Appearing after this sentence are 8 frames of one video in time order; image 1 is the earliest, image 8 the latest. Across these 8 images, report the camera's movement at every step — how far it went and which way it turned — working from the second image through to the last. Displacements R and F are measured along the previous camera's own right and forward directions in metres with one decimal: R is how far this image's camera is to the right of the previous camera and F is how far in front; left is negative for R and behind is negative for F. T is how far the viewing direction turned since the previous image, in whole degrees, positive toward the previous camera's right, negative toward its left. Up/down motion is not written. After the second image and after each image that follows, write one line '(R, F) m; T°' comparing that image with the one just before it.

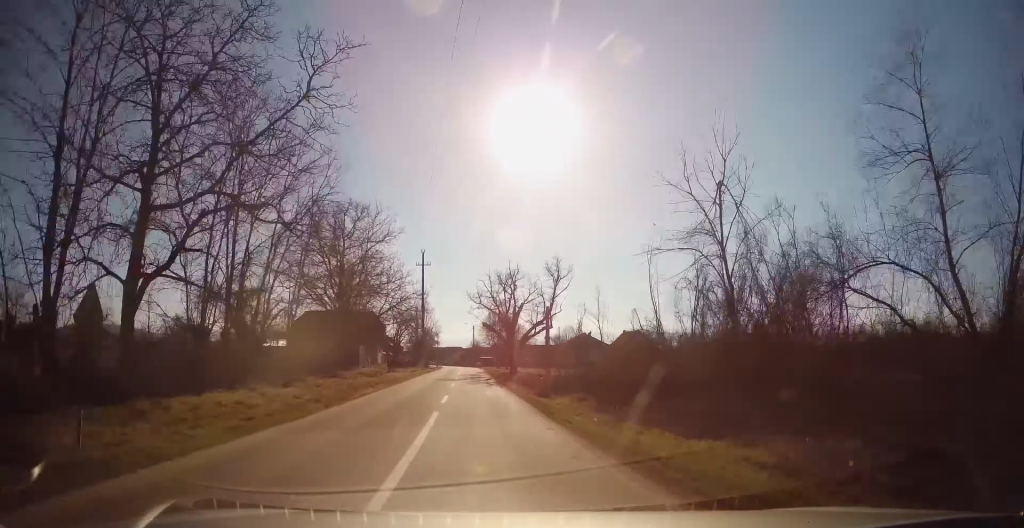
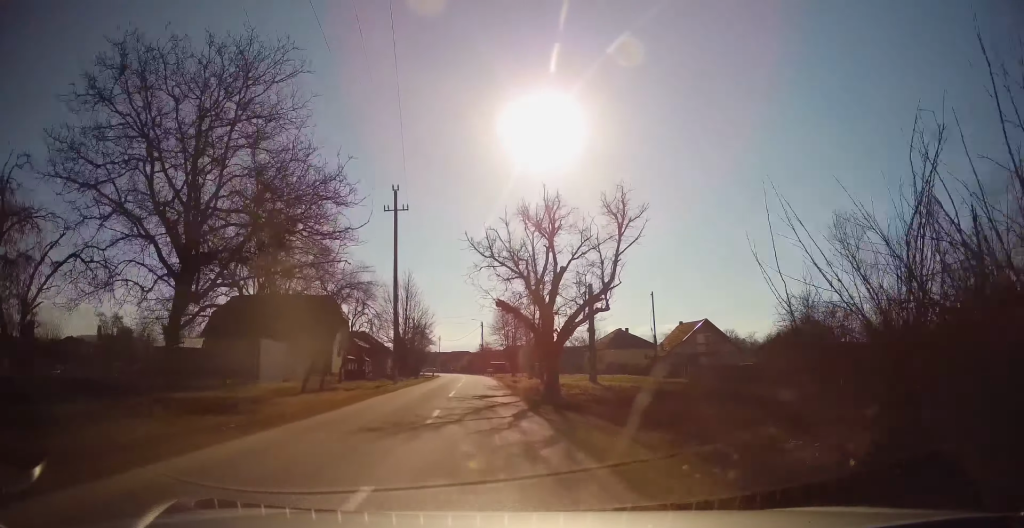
(-0.4, +22.3) m; -2°
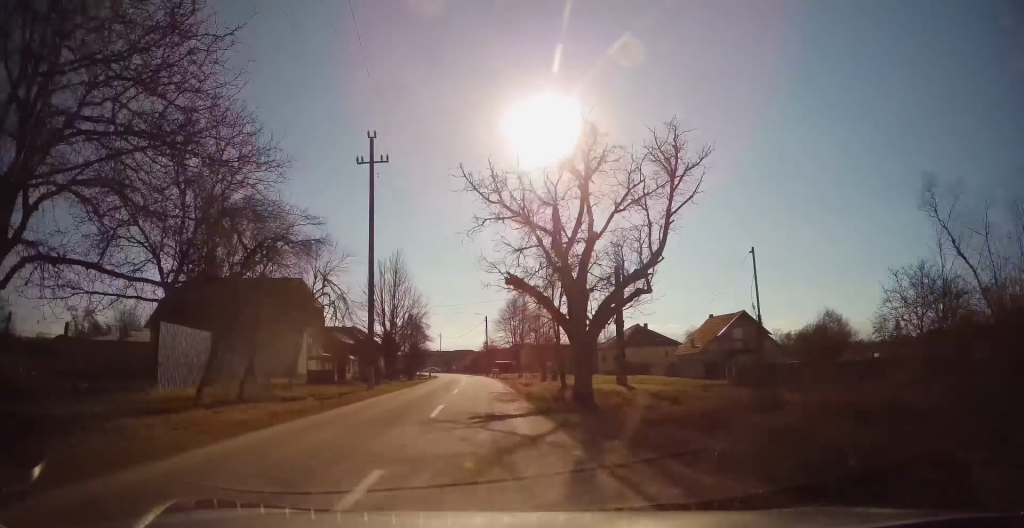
(0.0, +7.9) m; 0°
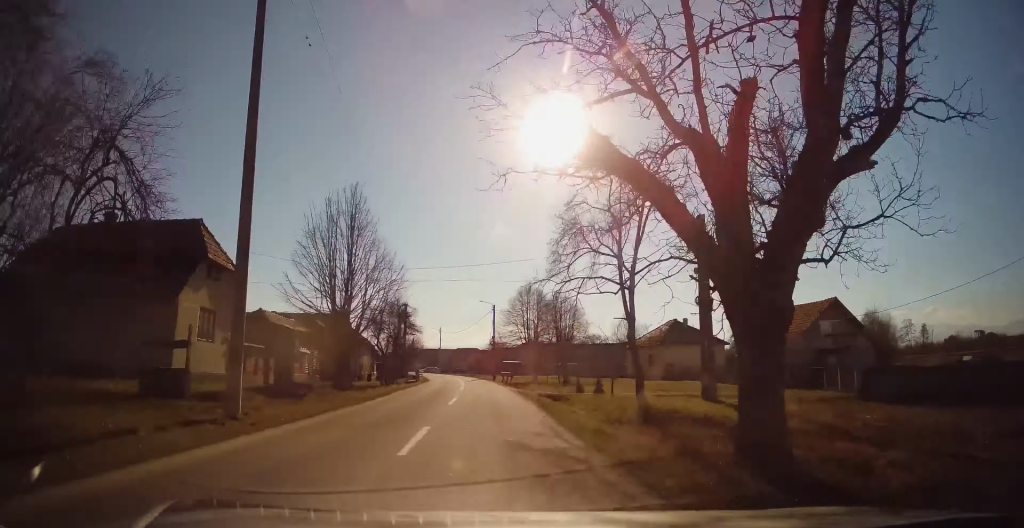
(0.0, +13.8) m; 0°
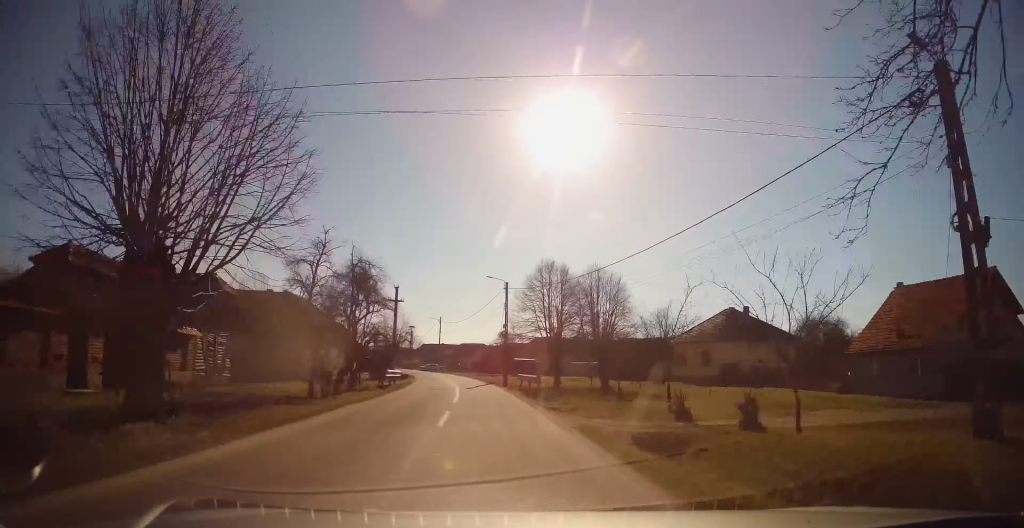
(0.0, +15.0) m; -1°
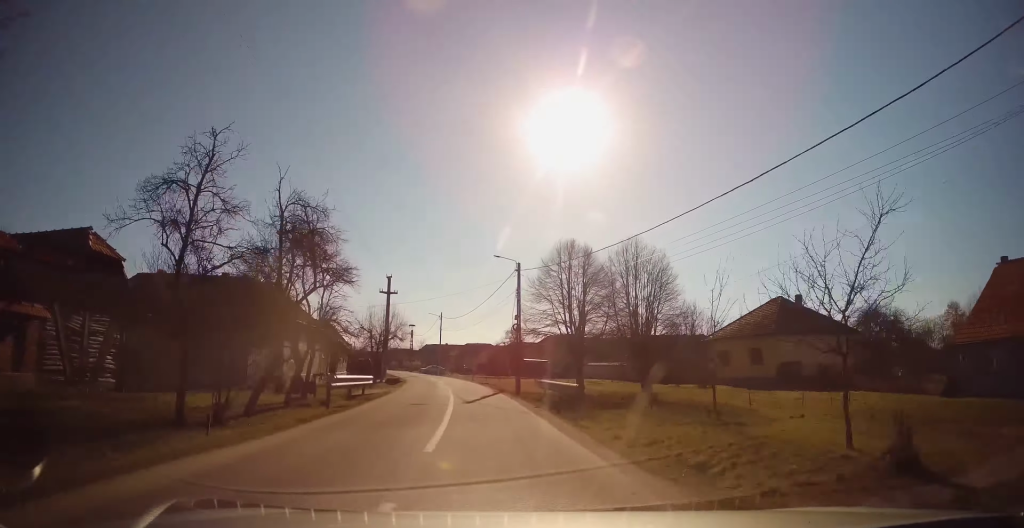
(0.0, +8.6) m; -1°
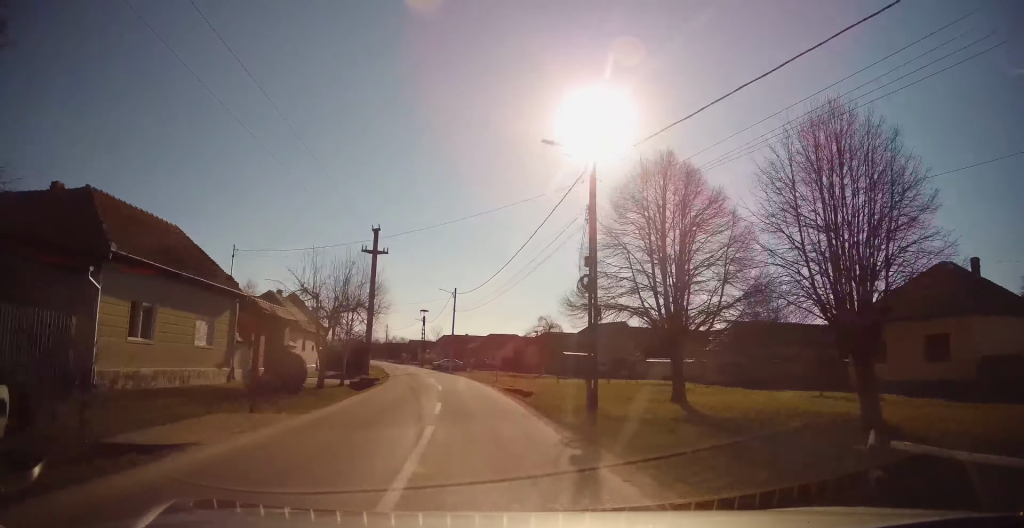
(-0.4, +17.5) m; -3°
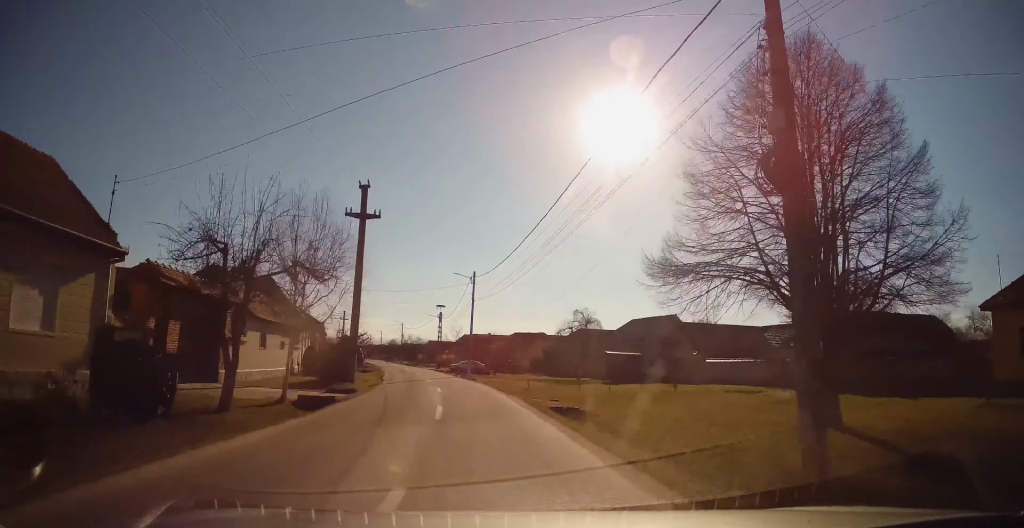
(-0.2, +10.4) m; -1°
